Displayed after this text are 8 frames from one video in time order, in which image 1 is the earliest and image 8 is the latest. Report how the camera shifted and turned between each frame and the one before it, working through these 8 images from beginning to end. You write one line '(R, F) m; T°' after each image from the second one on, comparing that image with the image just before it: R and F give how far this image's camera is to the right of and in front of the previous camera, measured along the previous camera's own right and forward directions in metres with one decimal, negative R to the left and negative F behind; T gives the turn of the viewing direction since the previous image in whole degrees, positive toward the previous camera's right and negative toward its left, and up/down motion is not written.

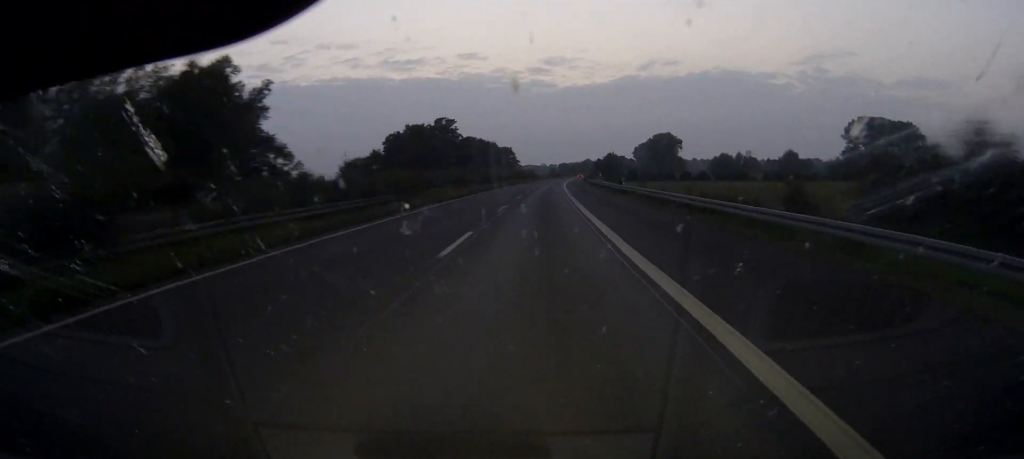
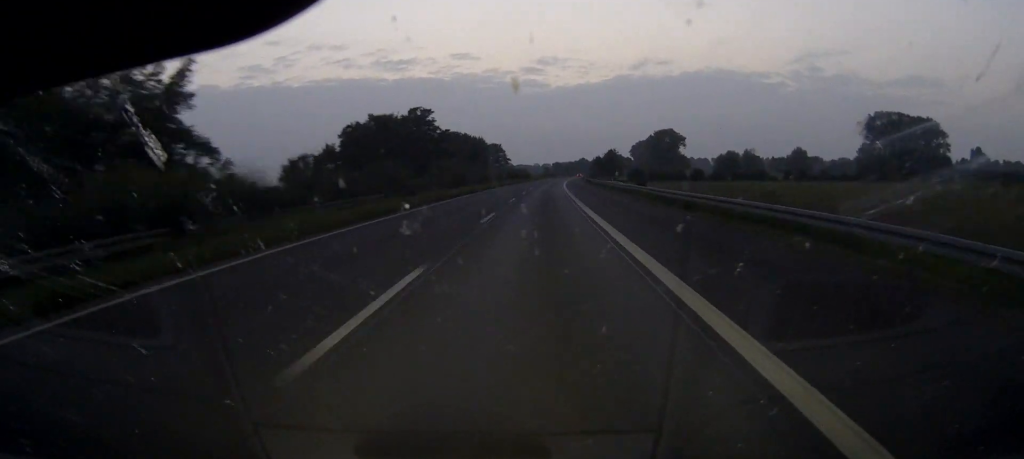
(+0.2, +27.0) m; +1°
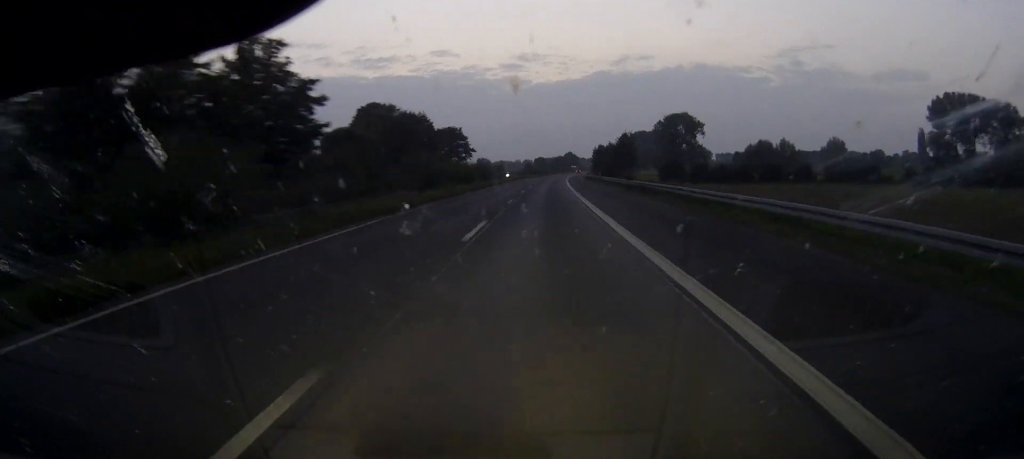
(+1.1, +79.3) m; +2°
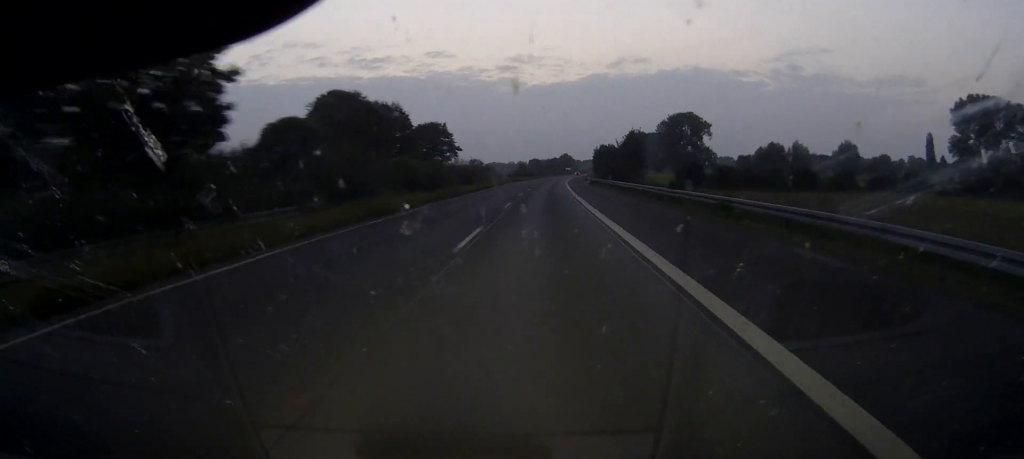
(+0.1, +20.2) m; 0°
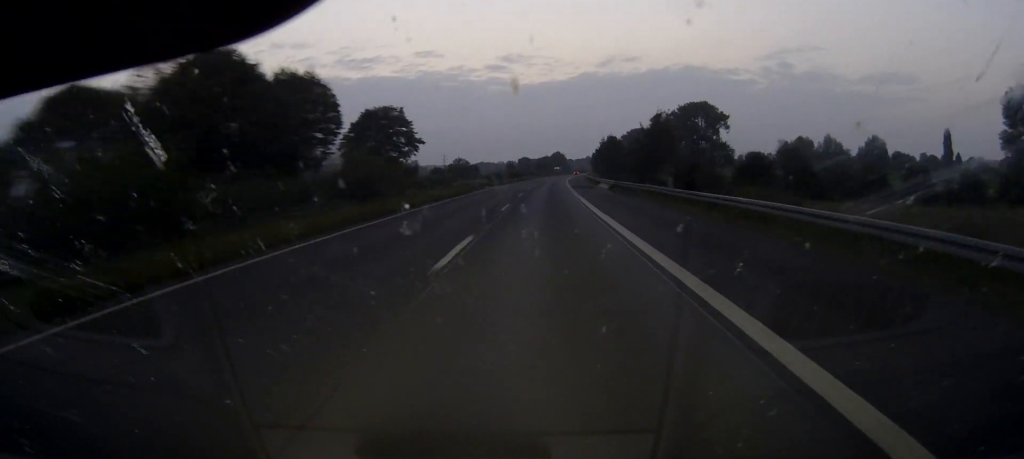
(+0.2, +38.8) m; +1°
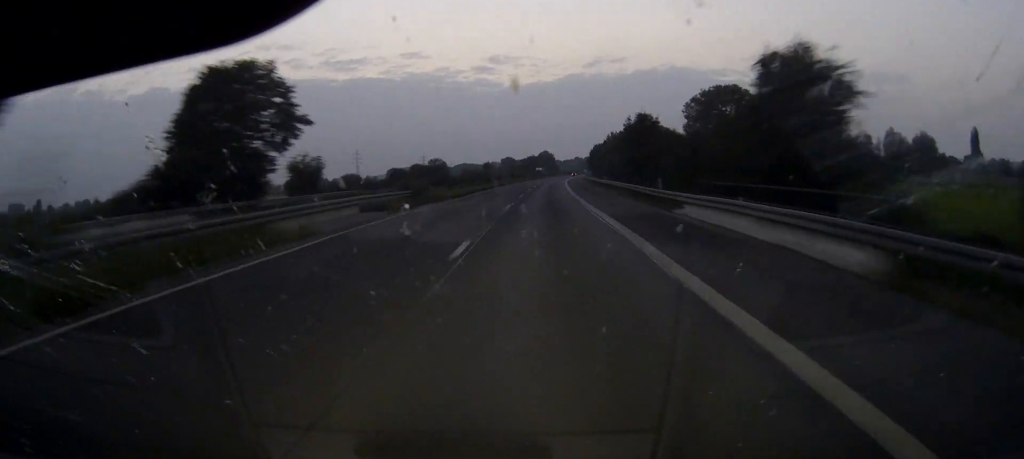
(+0.5, +52.0) m; +1°
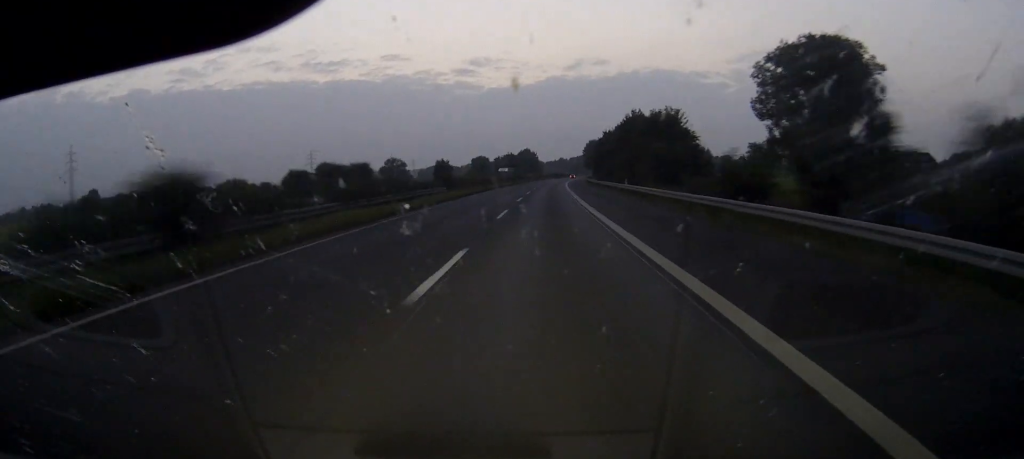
(+1.0, +76.8) m; +2°
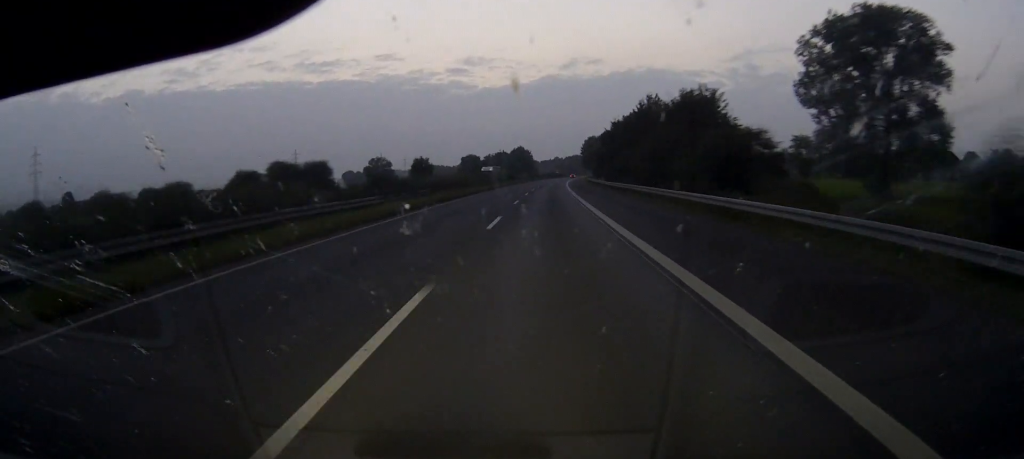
(+0.1, +23.4) m; 0°
